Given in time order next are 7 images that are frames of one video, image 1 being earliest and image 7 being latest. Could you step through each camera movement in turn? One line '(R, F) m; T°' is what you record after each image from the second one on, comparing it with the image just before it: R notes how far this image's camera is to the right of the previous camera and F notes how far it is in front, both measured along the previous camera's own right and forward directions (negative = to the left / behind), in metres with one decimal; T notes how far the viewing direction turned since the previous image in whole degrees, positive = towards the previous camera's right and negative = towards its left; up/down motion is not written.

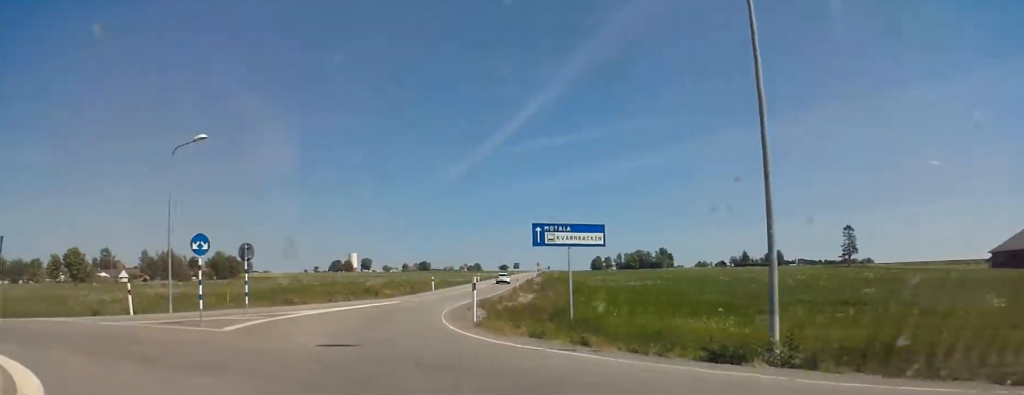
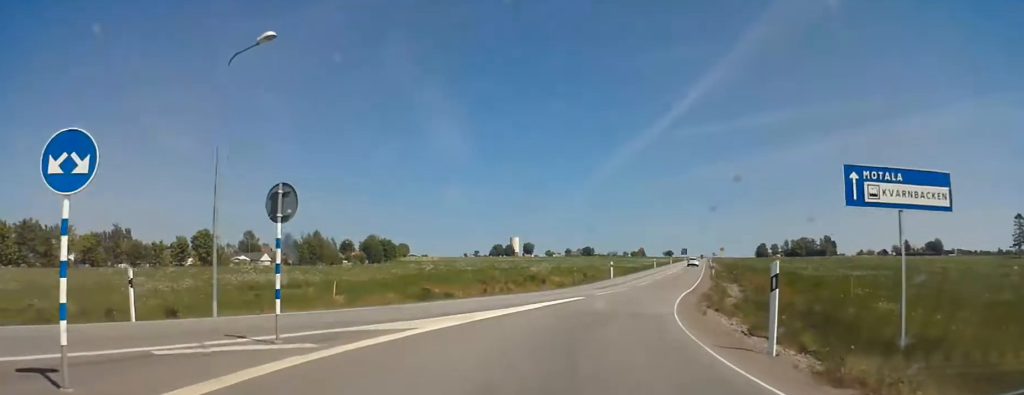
(-5.1, +8.3) m; -43°
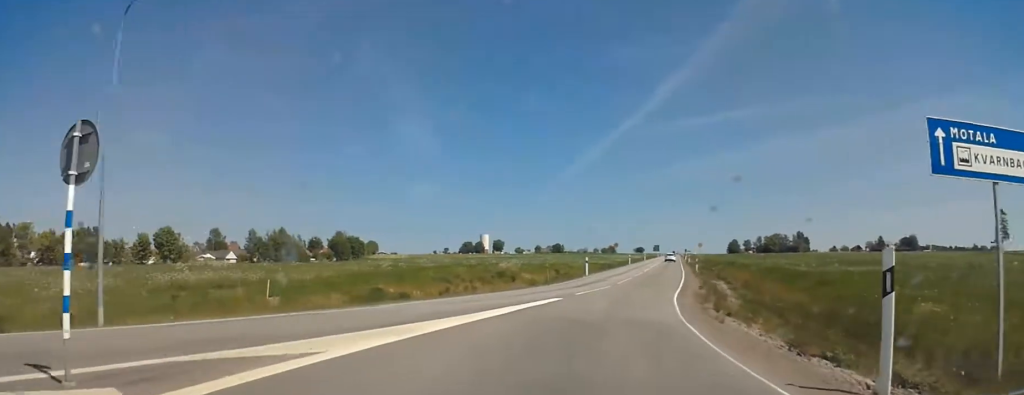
(-0.1, +4.3) m; -1°
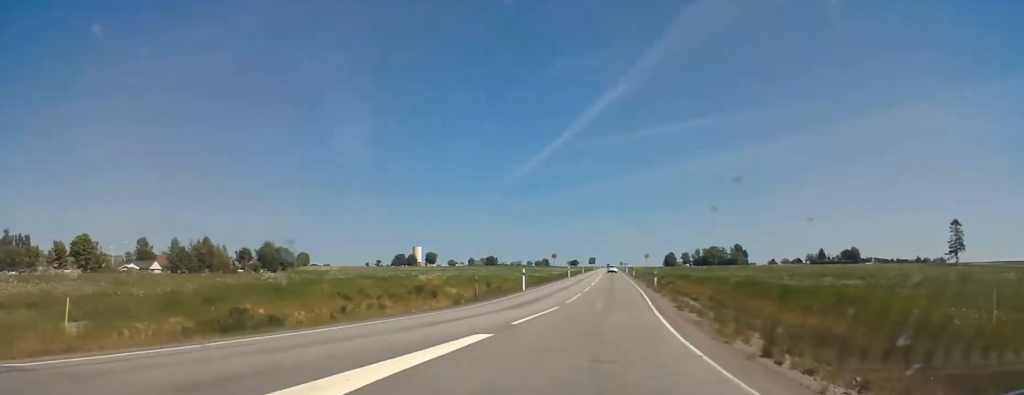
(+0.1, +9.1) m; +7°
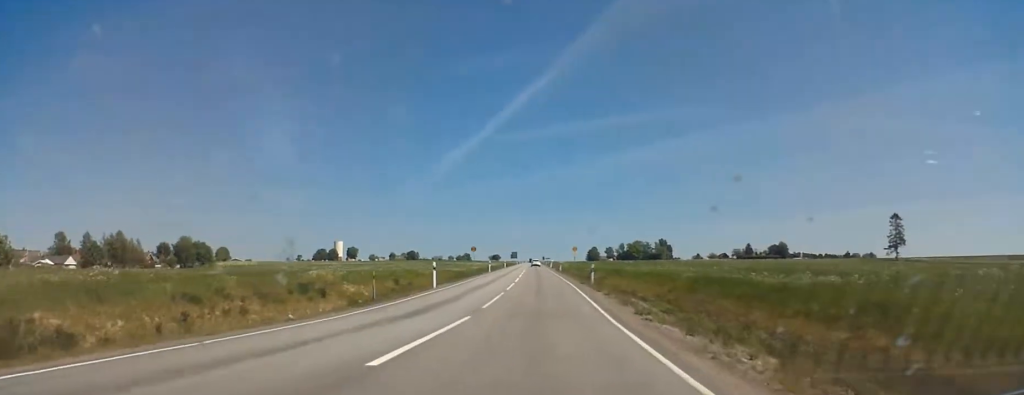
(+0.4, +7.7) m; +11°
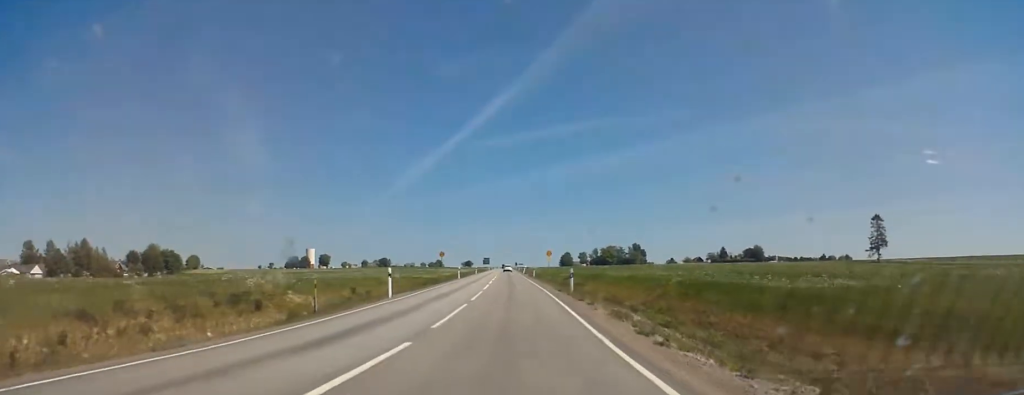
(+0.8, +4.9) m; +7°
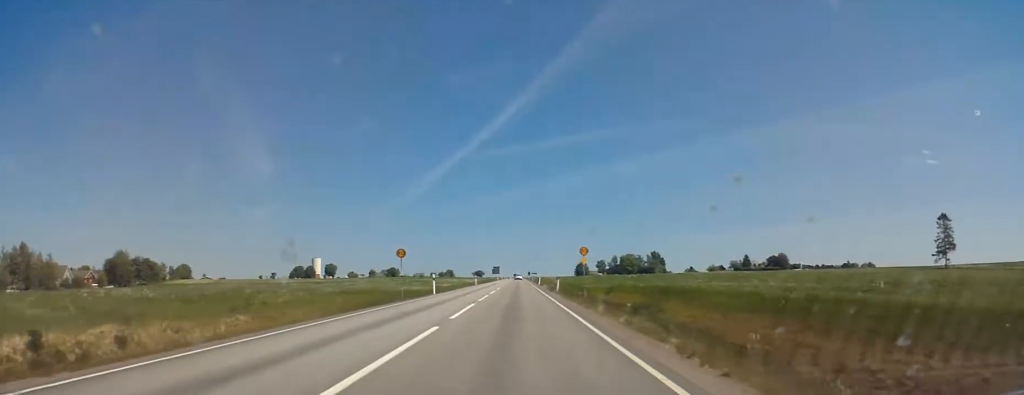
(+1.5, +33.8) m; +3°
